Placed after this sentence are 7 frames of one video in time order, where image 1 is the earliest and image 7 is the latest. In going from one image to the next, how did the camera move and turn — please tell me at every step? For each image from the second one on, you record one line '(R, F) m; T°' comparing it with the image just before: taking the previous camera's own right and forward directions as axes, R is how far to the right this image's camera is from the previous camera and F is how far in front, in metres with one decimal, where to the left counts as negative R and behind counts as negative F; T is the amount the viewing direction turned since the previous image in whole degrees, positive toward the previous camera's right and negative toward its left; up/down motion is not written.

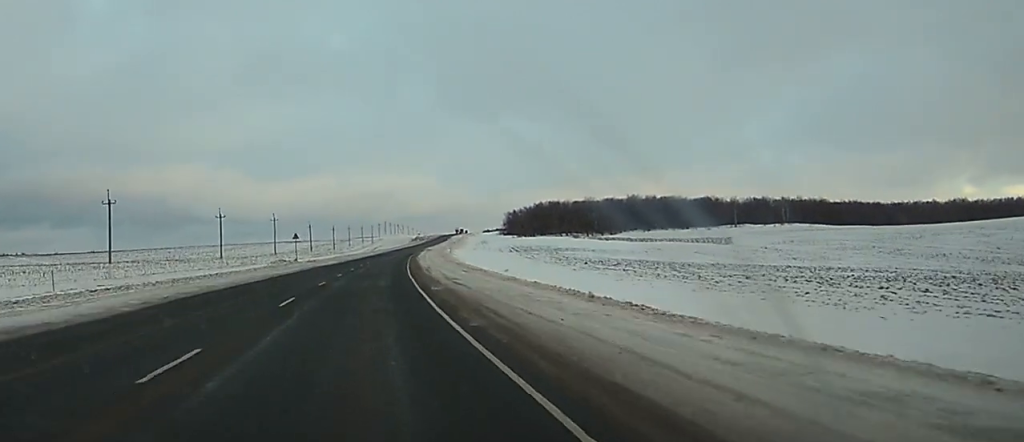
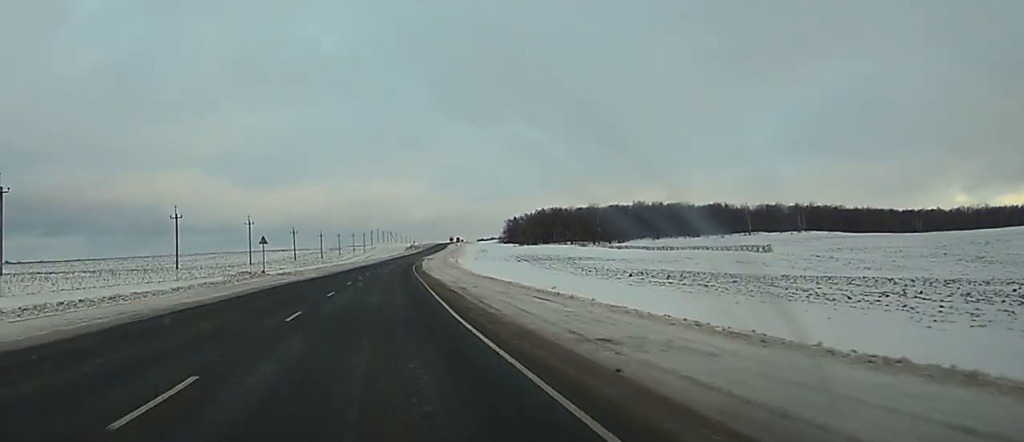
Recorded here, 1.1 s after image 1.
(+0.3, +25.9) m; +1°
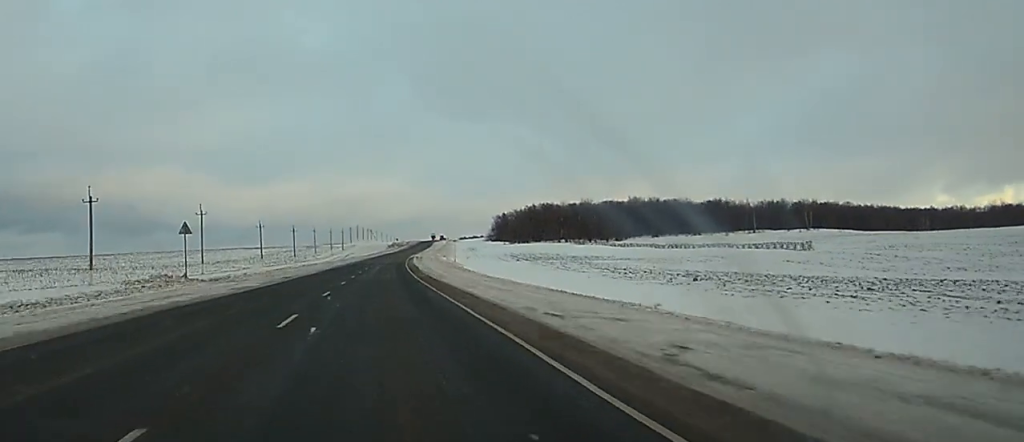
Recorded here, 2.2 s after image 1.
(+0.1, +26.9) m; 0°
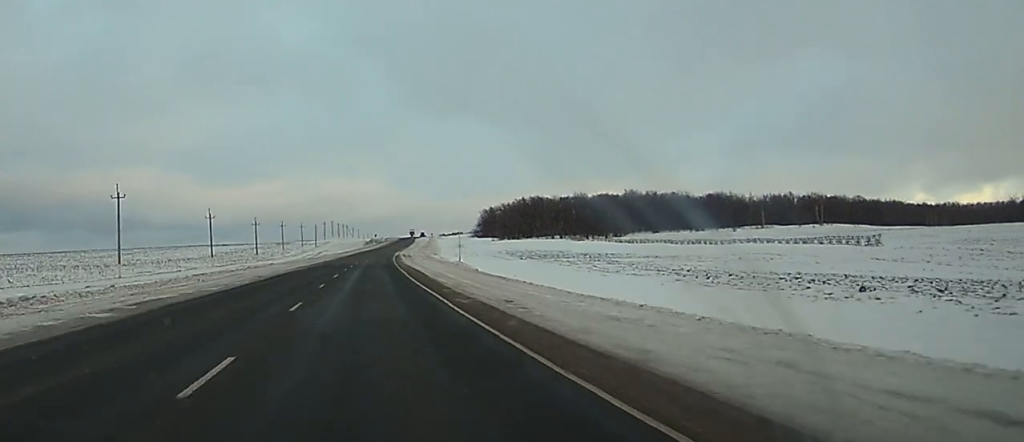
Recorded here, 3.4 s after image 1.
(0.0, +31.2) m; +1°
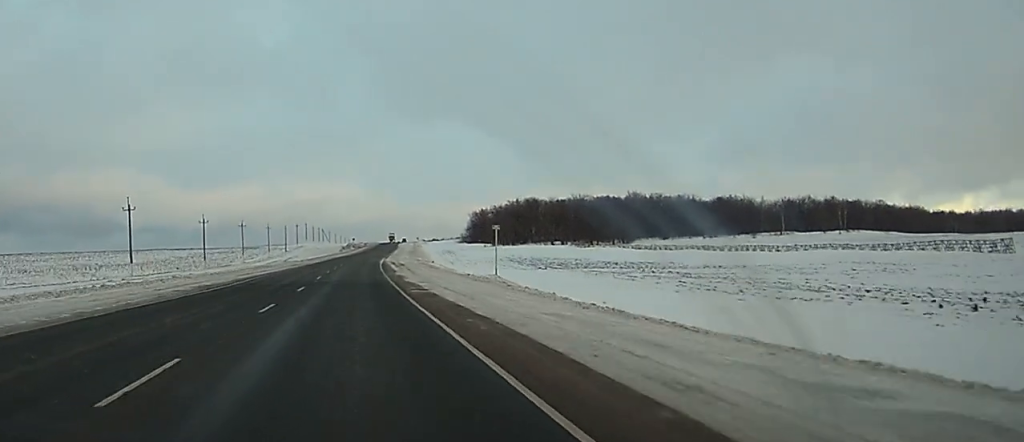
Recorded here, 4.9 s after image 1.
(+0.4, +35.6) m; +1°
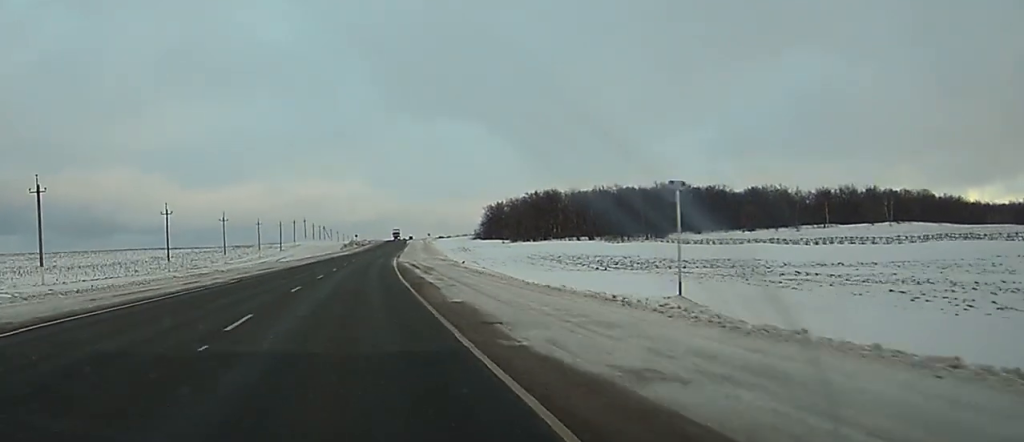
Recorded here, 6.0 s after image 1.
(+0.1, +29.4) m; 0°
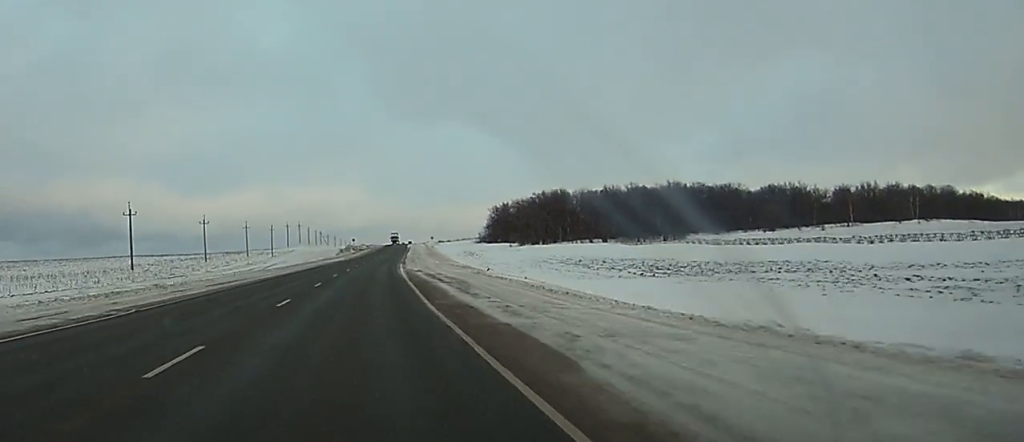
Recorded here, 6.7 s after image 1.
(-0.1, +16.9) m; 0°
